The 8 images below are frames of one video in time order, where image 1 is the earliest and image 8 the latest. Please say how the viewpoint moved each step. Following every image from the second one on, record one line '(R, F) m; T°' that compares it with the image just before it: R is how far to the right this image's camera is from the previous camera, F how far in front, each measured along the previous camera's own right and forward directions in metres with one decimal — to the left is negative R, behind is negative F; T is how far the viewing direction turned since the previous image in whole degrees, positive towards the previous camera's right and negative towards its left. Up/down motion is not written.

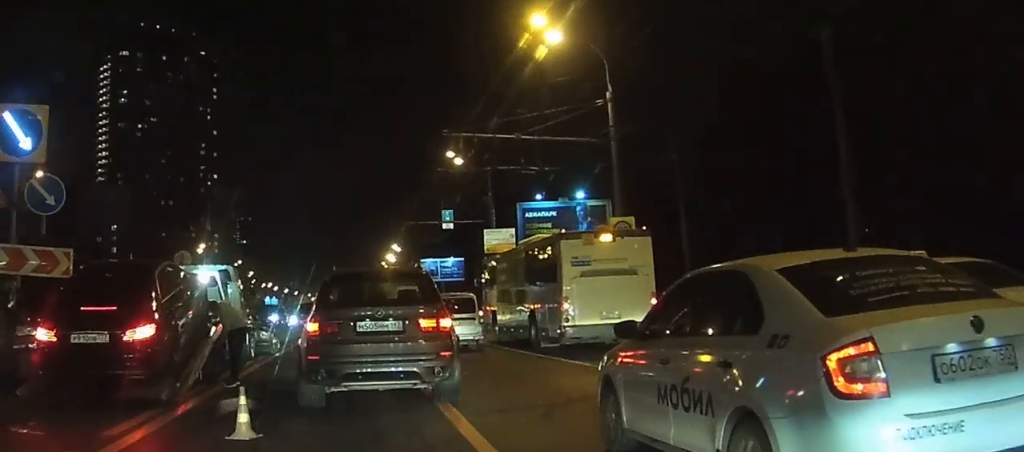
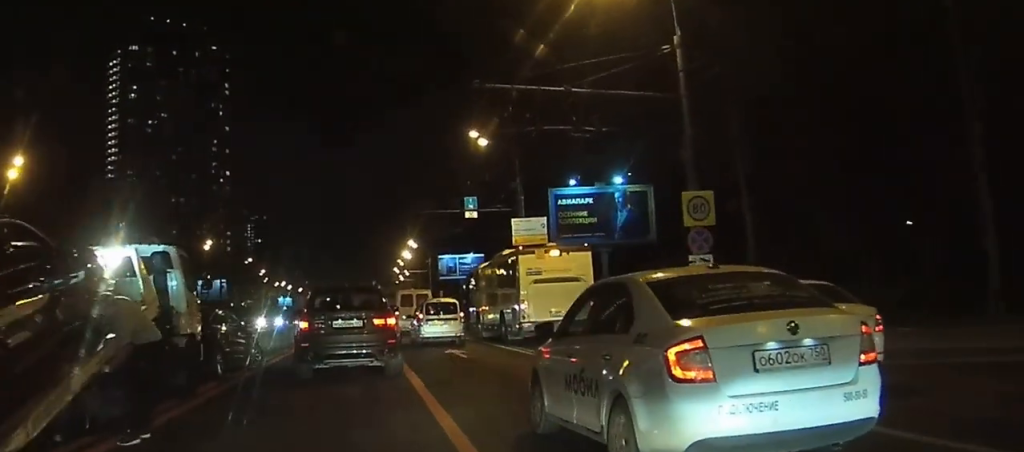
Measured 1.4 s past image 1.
(-0.1, +7.1) m; -3°
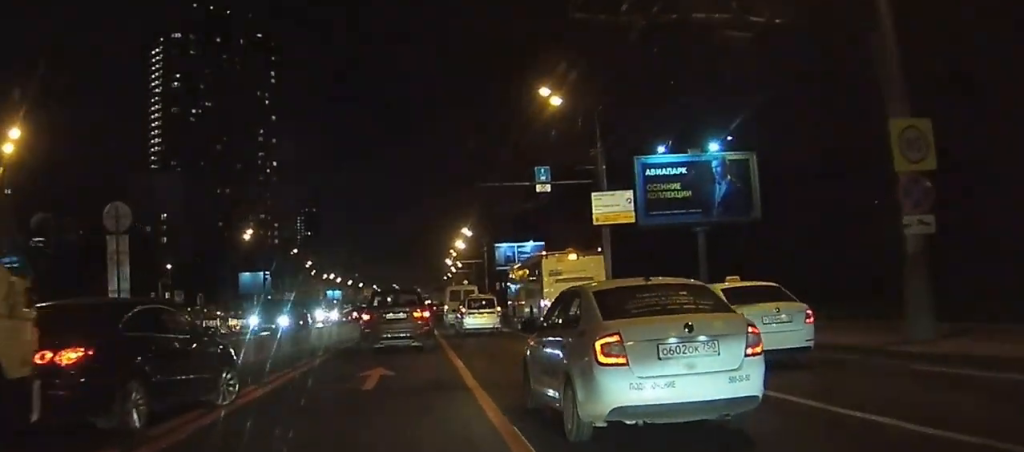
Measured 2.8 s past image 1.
(-0.2, +9.5) m; -1°
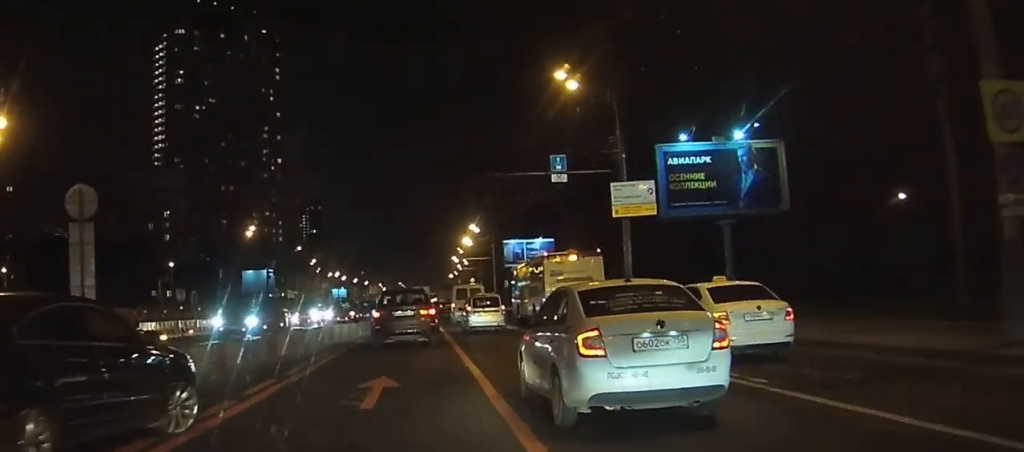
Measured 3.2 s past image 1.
(0.0, +3.0) m; 0°
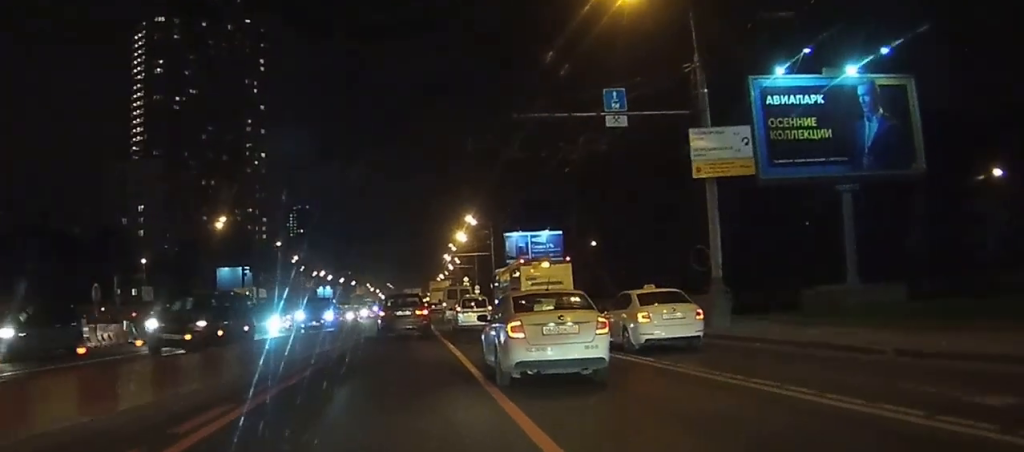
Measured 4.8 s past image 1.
(+0.3, +13.9) m; +2°
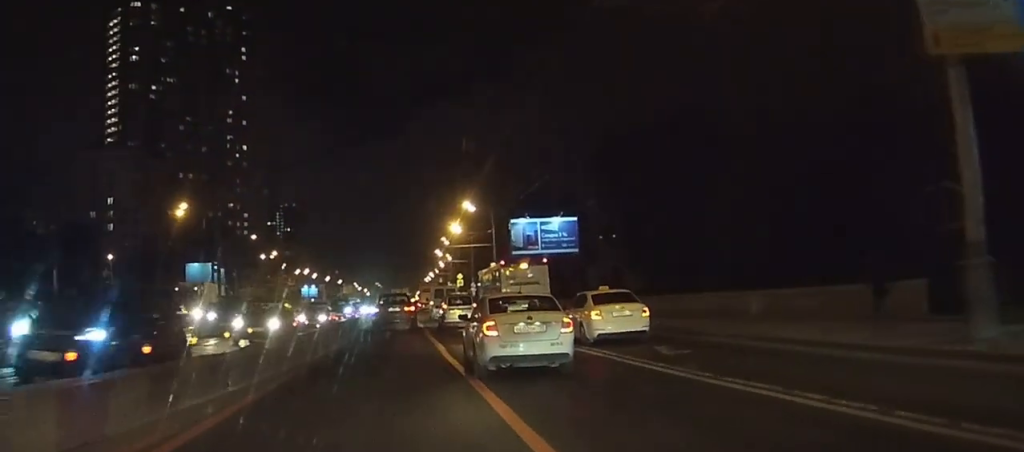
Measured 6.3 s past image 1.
(+0.1, +14.4) m; -1°
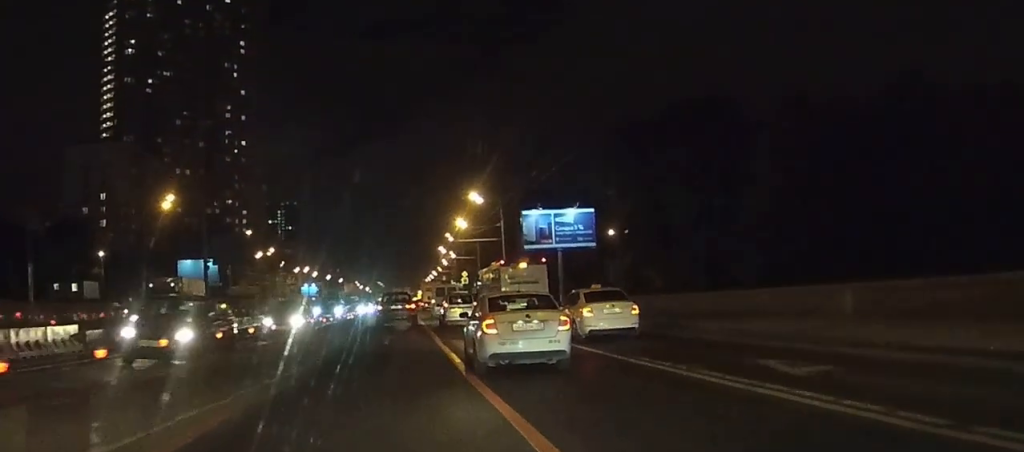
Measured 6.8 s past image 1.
(-0.1, +6.3) m; 0°
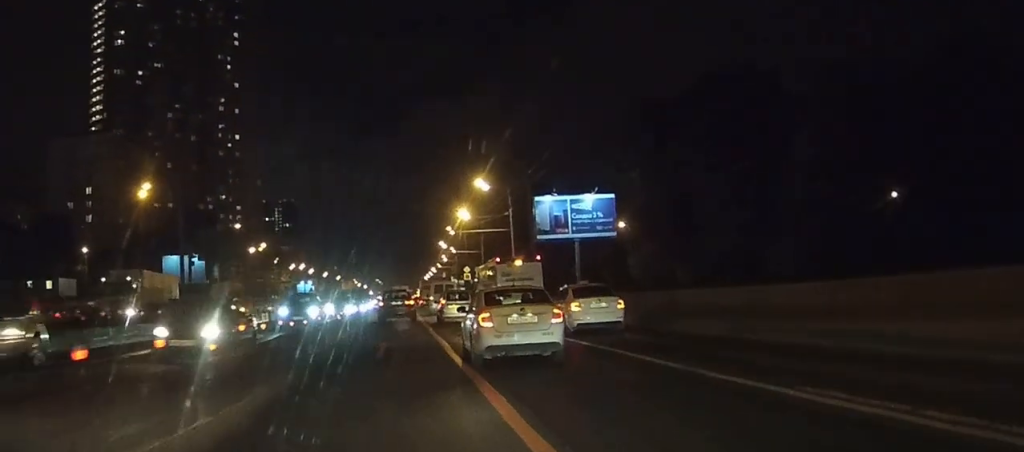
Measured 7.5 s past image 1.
(-0.1, +7.7) m; 0°
